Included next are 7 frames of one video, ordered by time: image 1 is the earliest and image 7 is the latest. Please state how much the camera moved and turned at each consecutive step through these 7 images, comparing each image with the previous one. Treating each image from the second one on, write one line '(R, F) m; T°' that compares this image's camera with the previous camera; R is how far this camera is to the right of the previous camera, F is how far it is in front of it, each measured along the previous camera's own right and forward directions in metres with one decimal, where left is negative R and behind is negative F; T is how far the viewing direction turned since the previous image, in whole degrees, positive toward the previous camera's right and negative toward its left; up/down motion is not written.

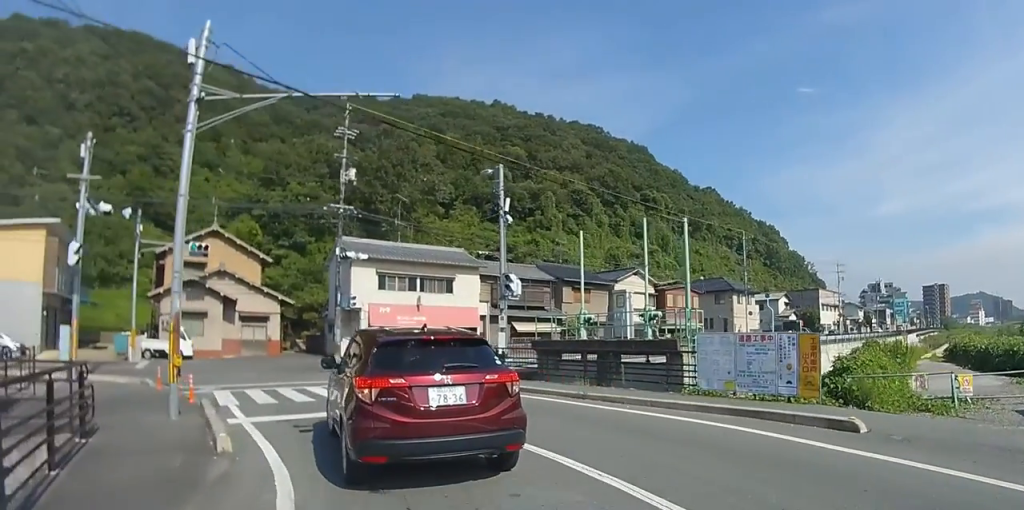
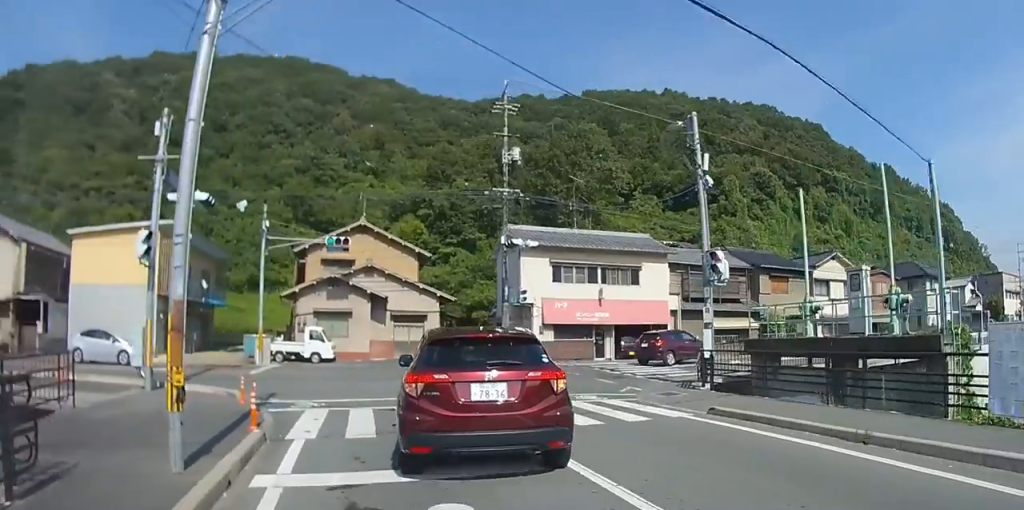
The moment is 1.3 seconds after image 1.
(-0.6, +4.2) m; -23°
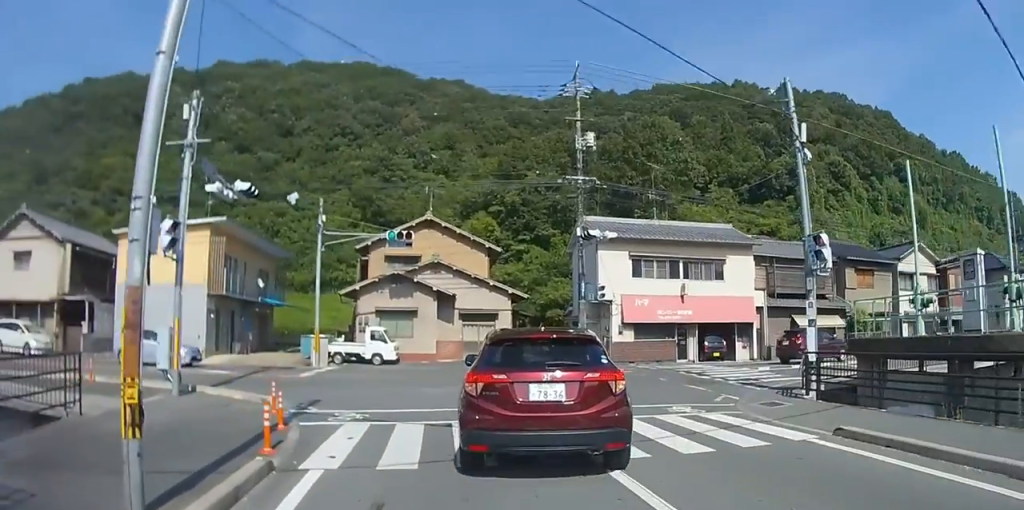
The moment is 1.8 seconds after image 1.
(-0.3, +1.7) m; -6°
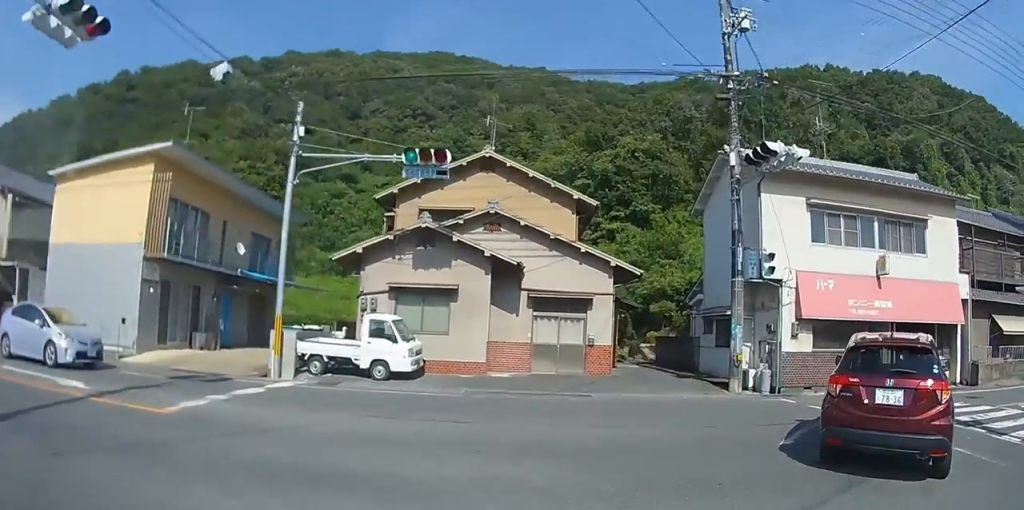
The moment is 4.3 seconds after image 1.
(-1.7, +9.4) m; -12°
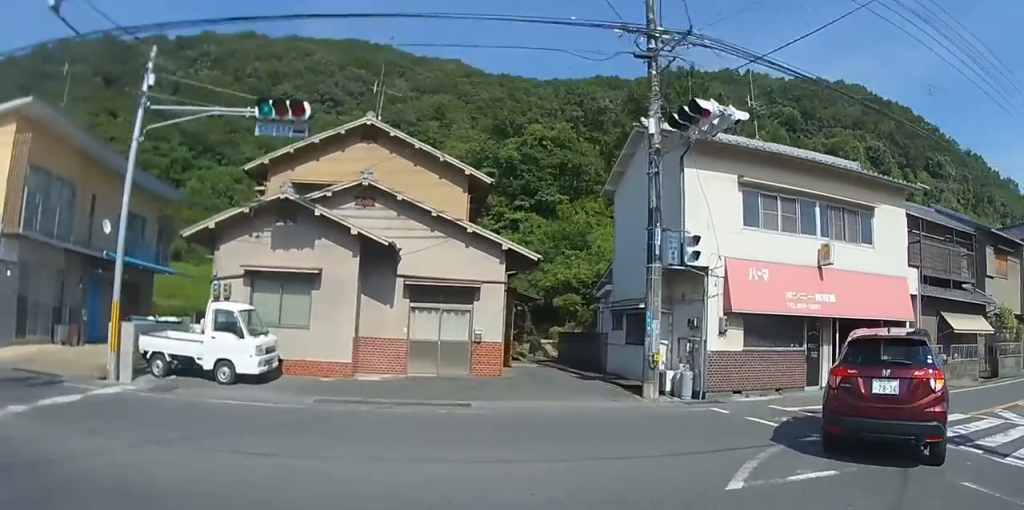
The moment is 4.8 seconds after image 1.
(+0.2, +2.3) m; +8°
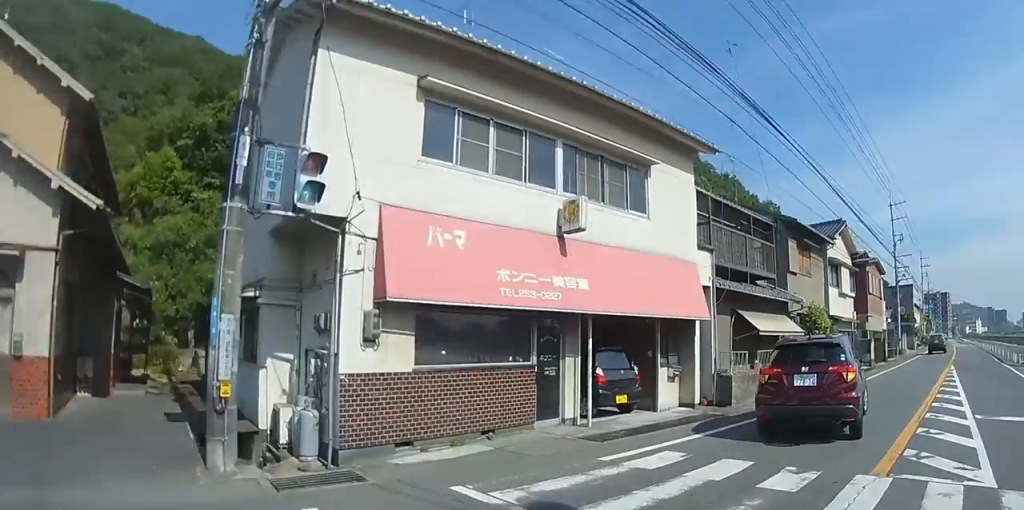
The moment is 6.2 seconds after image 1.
(+1.1, +5.9) m; +29°
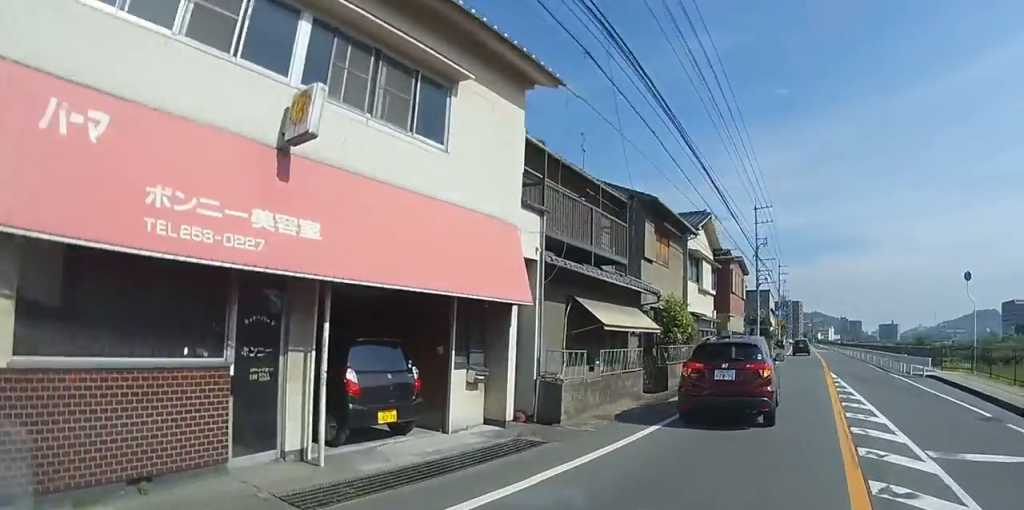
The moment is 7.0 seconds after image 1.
(+0.8, +3.6) m; +19°
